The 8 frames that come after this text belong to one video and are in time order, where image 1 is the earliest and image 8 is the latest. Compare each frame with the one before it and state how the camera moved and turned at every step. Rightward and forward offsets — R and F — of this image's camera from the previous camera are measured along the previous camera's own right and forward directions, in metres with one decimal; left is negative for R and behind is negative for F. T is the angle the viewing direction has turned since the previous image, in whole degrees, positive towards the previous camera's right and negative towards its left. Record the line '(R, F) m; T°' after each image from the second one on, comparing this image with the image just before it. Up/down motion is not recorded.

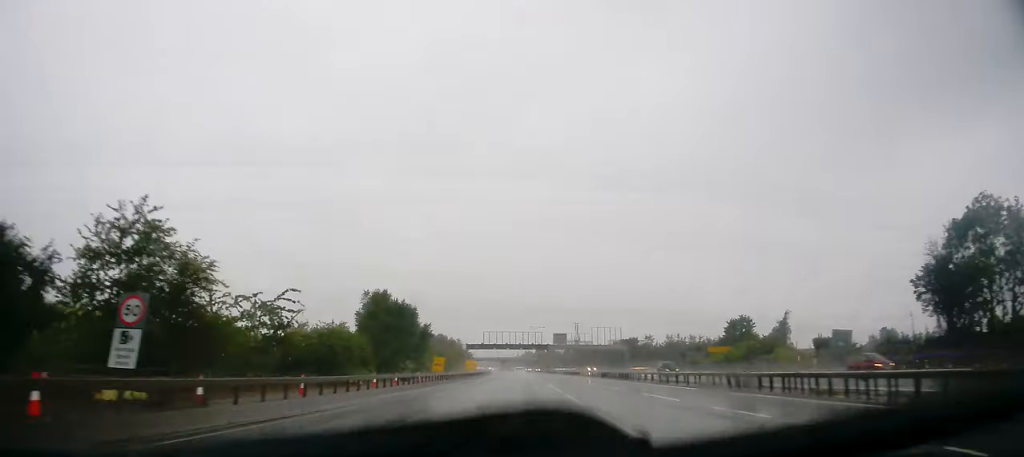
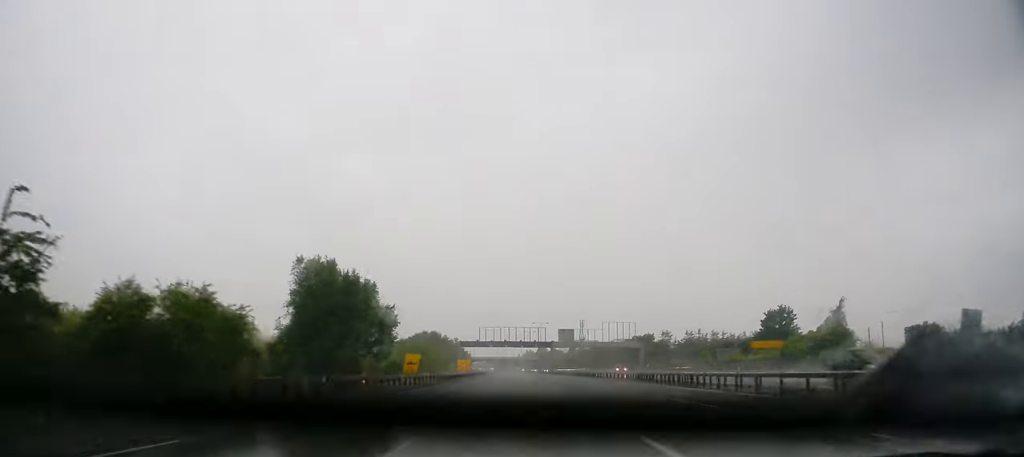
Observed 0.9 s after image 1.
(-0.3, +20.2) m; -1°
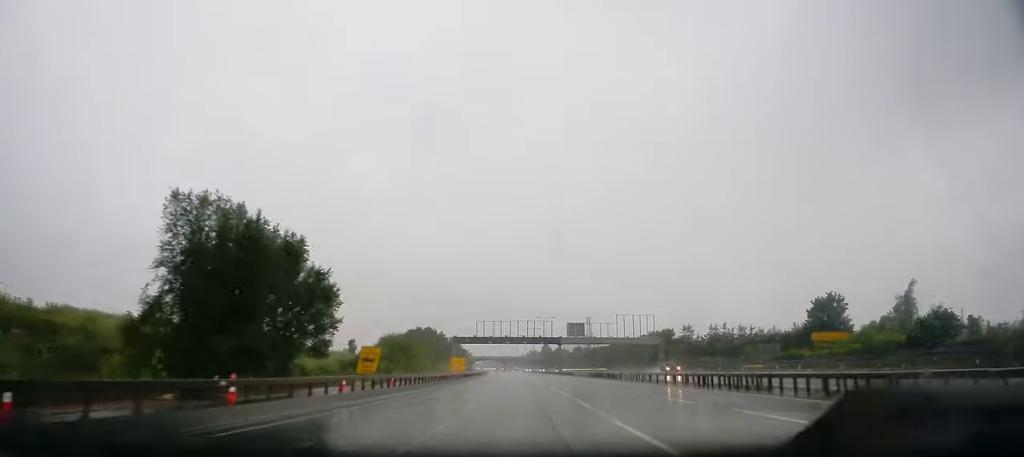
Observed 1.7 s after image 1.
(-0.2, +18.1) m; -1°
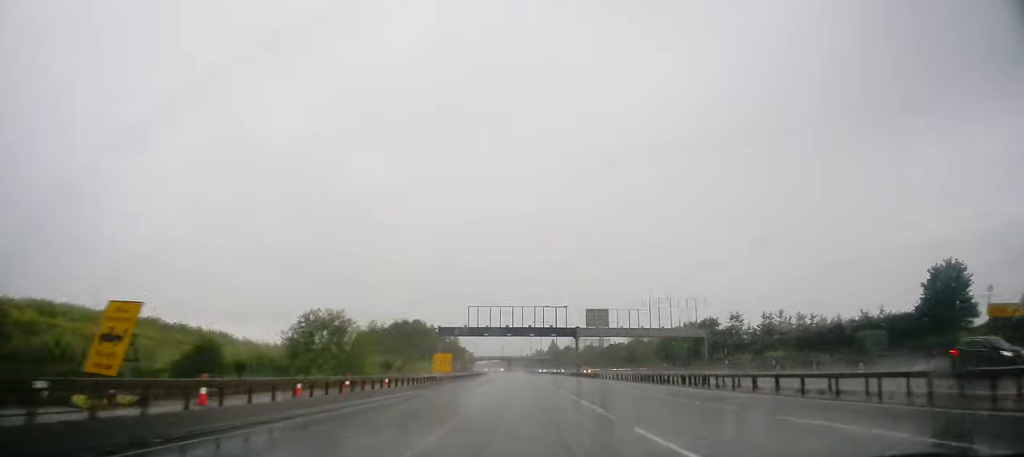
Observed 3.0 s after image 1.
(0.0, +29.7) m; +1°
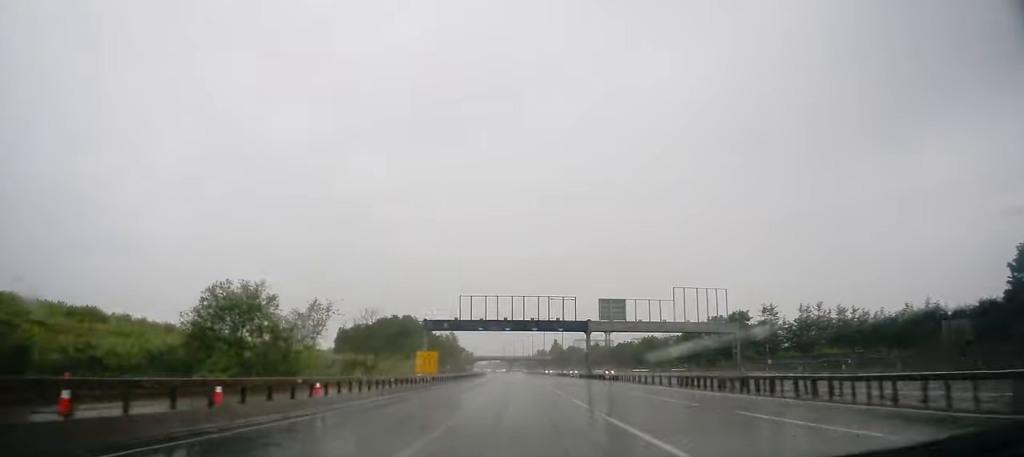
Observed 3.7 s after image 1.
(+0.1, +15.2) m; 0°
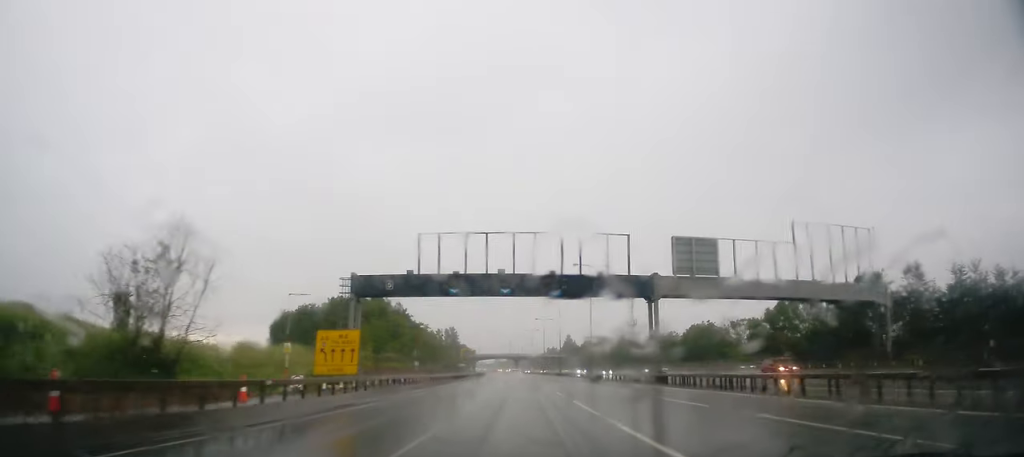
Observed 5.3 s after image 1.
(-0.8, +37.6) m; -2°
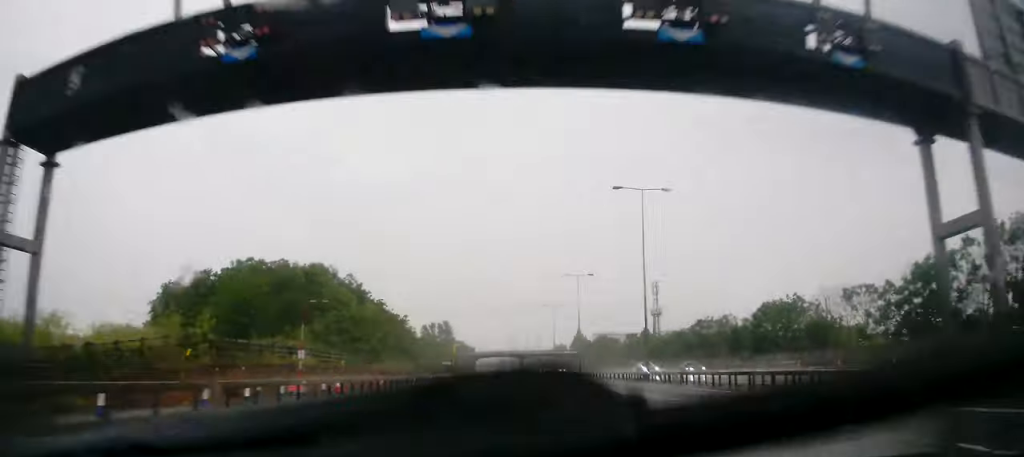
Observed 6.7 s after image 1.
(+0.6, +34.0) m; +1°
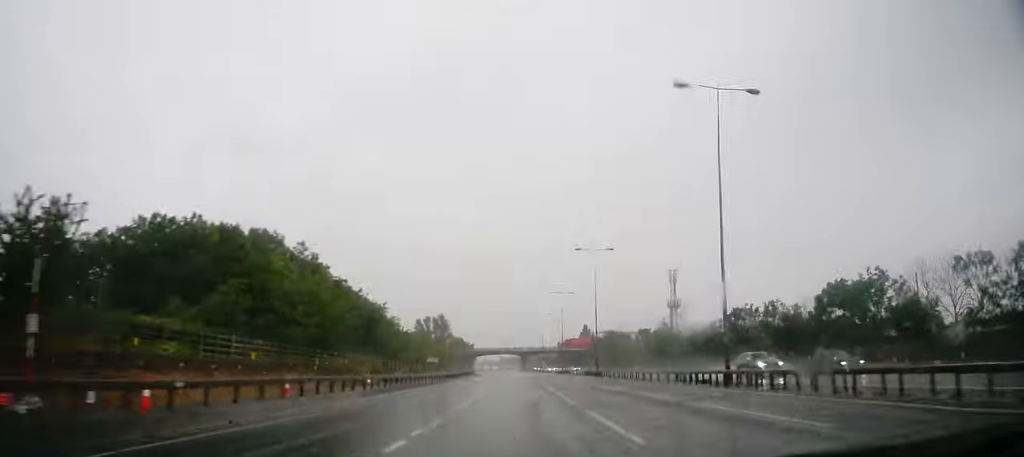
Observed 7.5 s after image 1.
(0.0, +18.3) m; -1°
